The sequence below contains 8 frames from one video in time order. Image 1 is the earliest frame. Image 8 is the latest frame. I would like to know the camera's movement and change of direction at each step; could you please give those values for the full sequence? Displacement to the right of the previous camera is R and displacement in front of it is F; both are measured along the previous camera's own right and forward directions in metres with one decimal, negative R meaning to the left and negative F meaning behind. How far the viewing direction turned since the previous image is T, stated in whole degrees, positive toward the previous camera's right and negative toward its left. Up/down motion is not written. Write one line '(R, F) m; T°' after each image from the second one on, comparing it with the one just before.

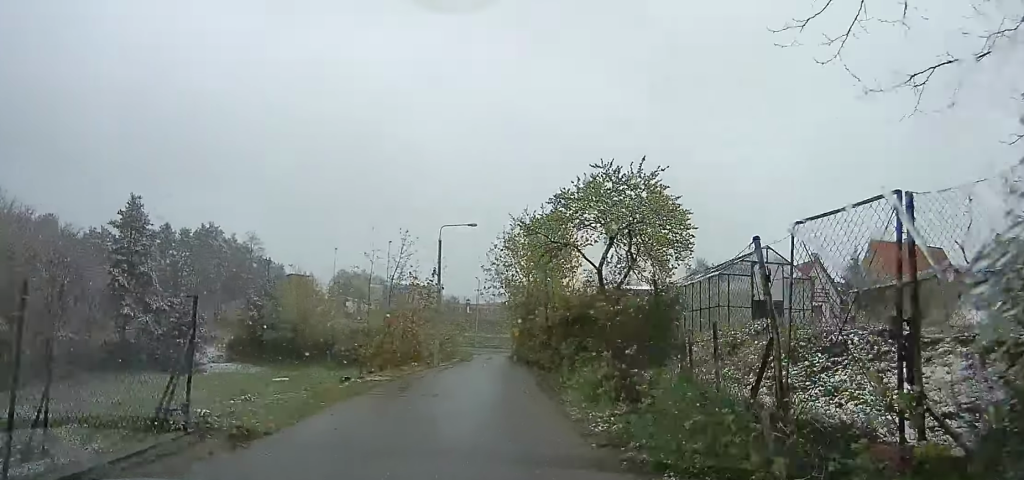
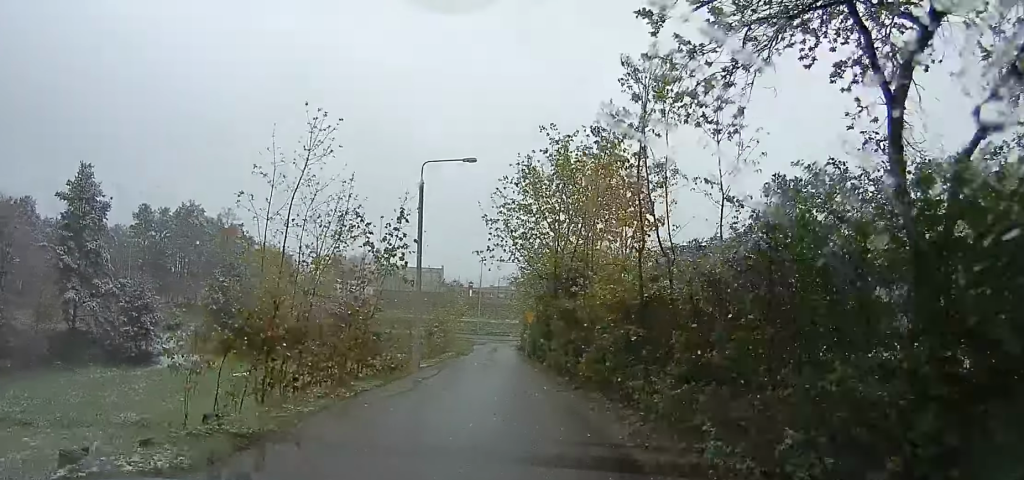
(0.0, +10.0) m; 0°
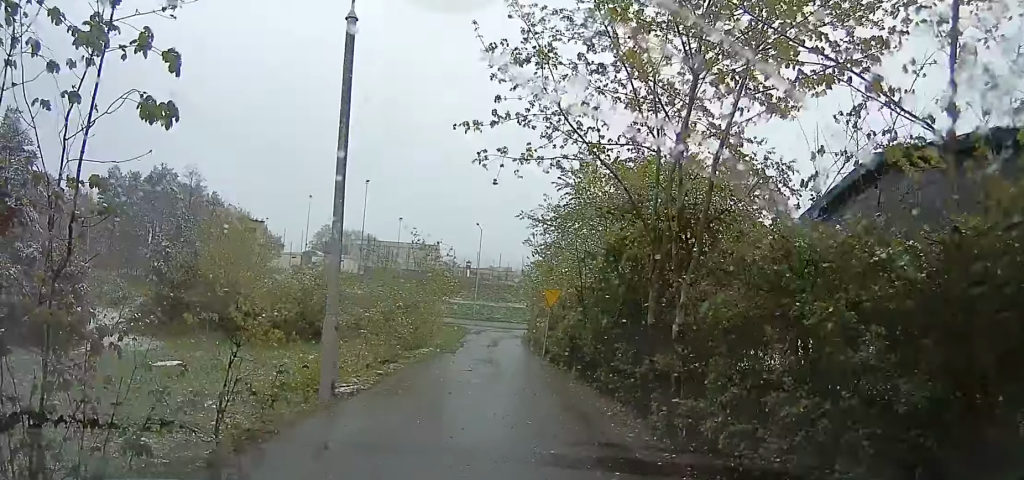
(0.0, +11.0) m; 0°
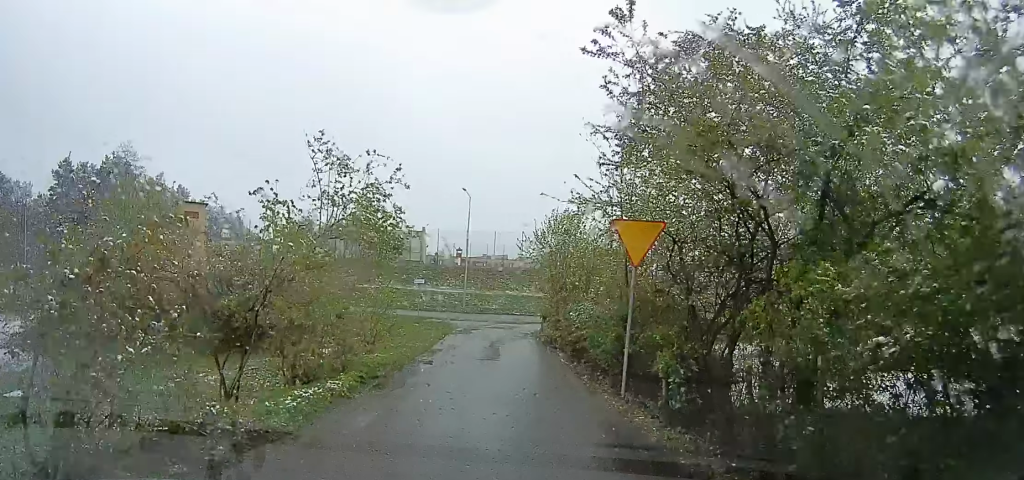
(0.0, +12.5) m; 0°
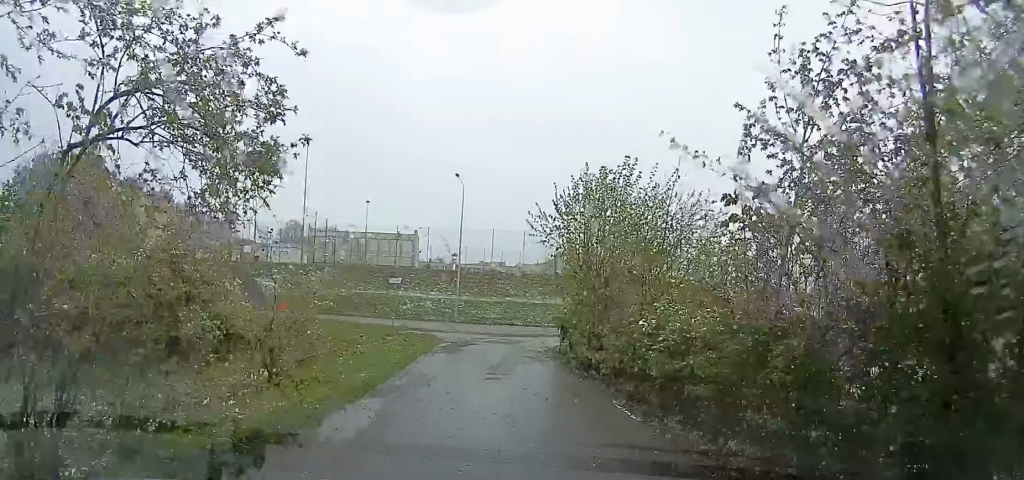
(0.0, +6.6) m; 0°
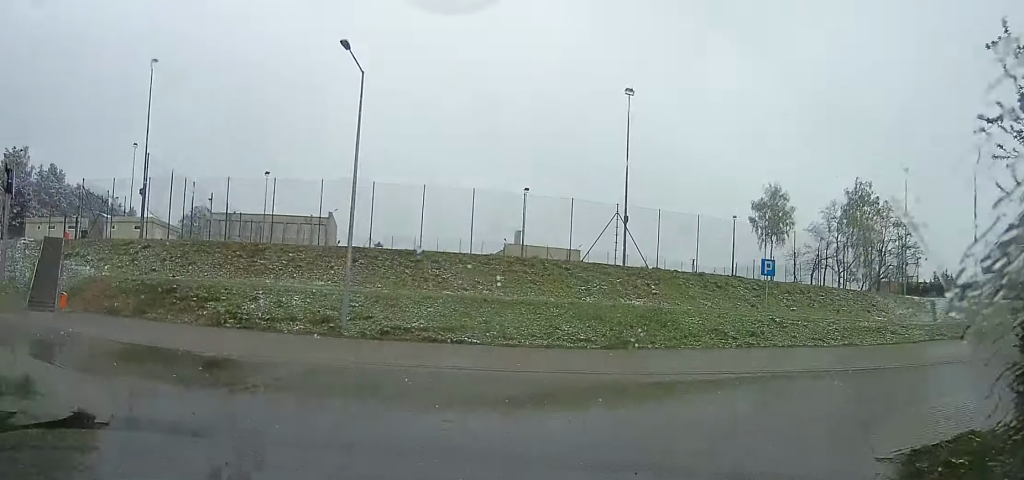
(0.0, +16.6) m; +4°
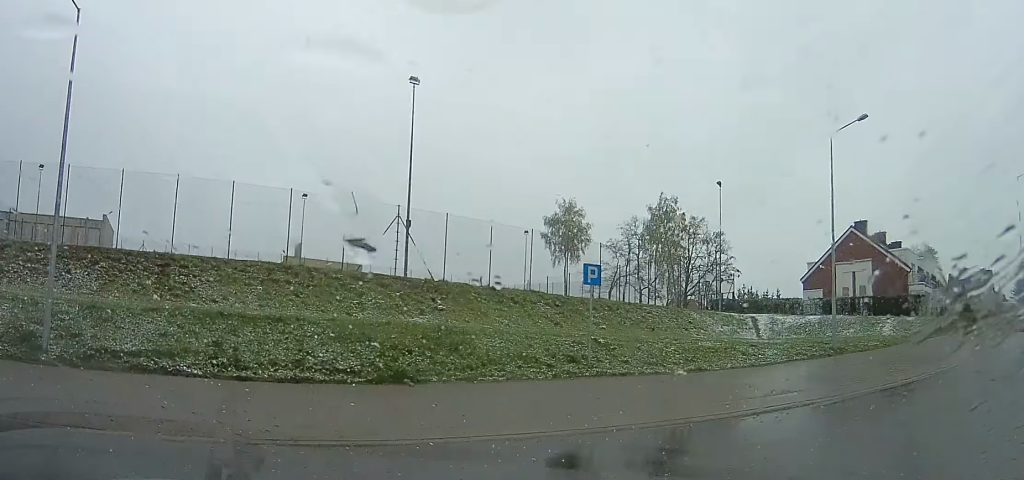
(+0.6, +5.0) m; +34°
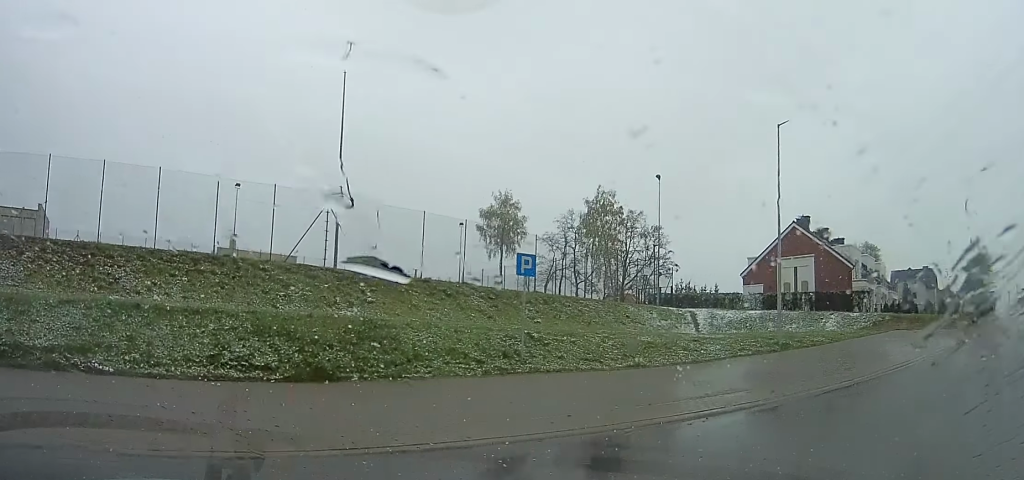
(+0.2, +1.3) m; +17°
